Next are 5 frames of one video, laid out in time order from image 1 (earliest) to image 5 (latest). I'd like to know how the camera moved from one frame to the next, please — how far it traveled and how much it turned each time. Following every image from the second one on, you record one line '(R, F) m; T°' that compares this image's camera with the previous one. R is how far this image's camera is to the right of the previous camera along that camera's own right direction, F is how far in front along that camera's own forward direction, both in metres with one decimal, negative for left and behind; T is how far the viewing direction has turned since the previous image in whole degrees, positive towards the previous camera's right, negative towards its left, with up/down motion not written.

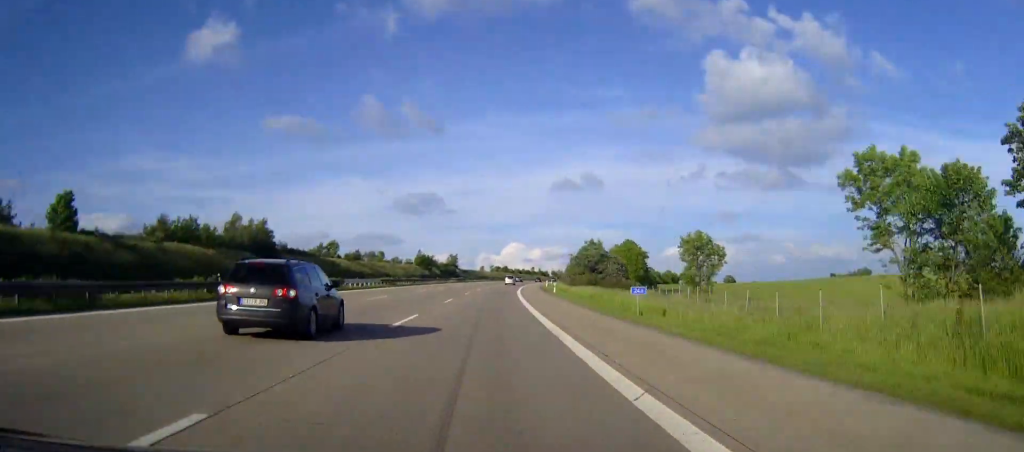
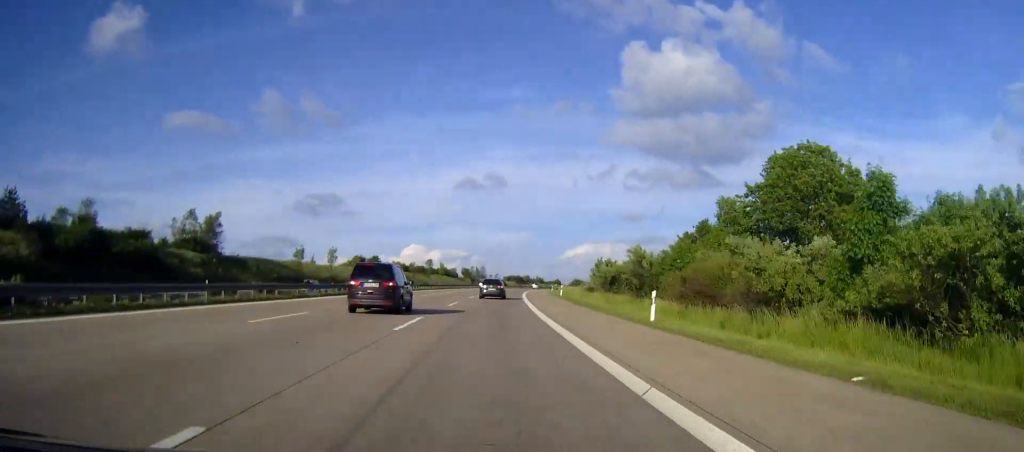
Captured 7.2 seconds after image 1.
(+13.5, +197.5) m; +8°
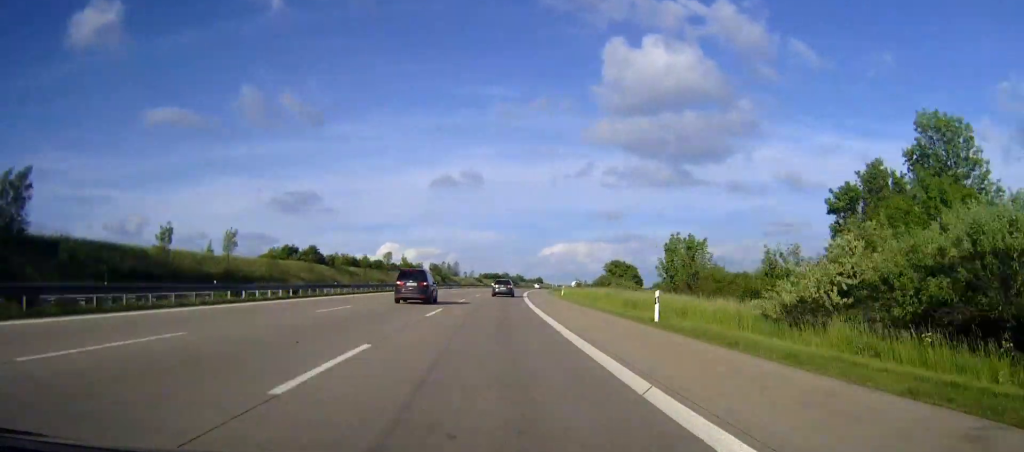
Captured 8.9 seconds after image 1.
(+0.3, +46.9) m; +2°
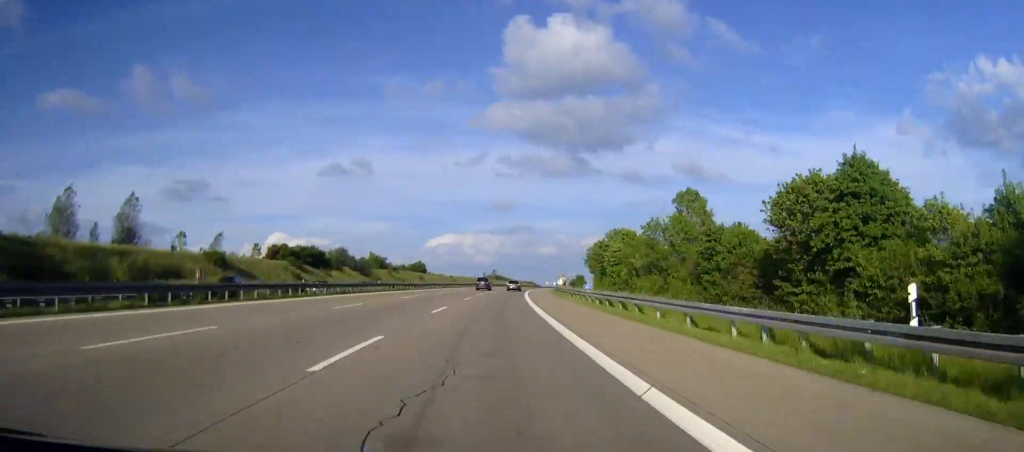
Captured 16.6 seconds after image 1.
(+16.5, +212.8) m; +9°
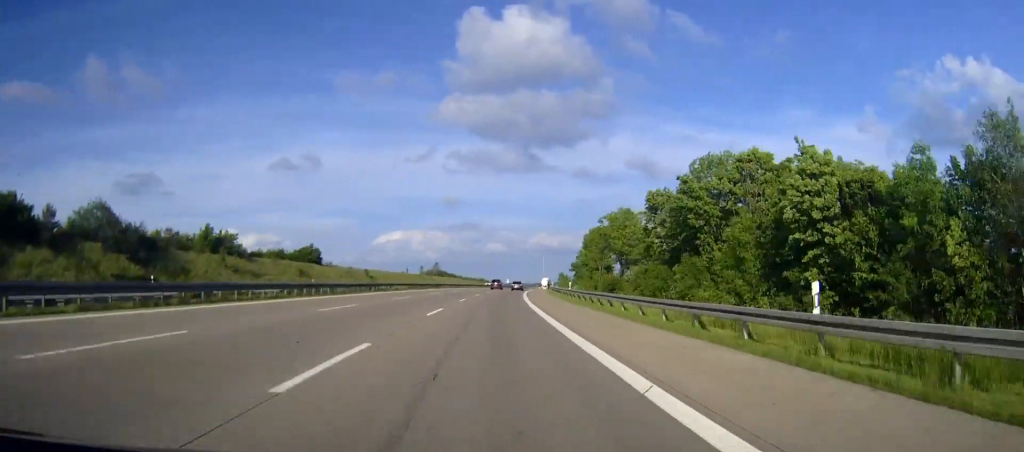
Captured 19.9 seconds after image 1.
(+2.9, +91.9) m; +4°
